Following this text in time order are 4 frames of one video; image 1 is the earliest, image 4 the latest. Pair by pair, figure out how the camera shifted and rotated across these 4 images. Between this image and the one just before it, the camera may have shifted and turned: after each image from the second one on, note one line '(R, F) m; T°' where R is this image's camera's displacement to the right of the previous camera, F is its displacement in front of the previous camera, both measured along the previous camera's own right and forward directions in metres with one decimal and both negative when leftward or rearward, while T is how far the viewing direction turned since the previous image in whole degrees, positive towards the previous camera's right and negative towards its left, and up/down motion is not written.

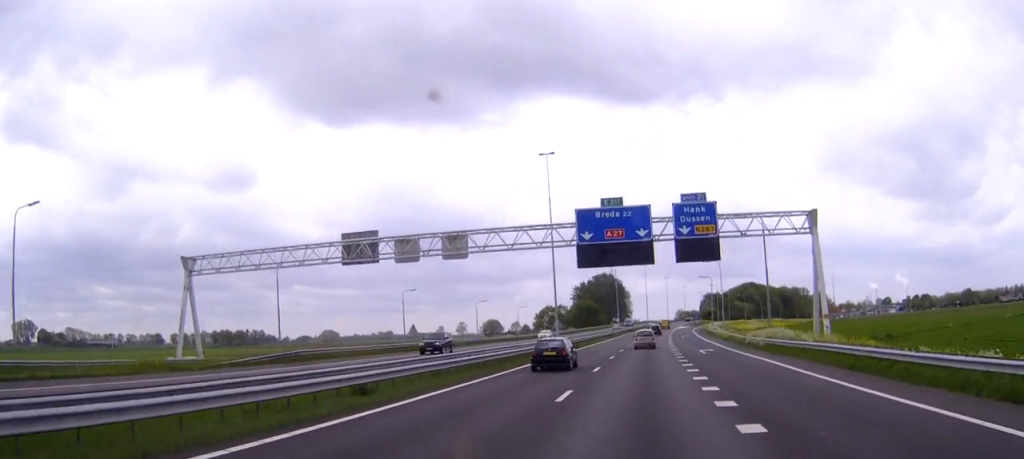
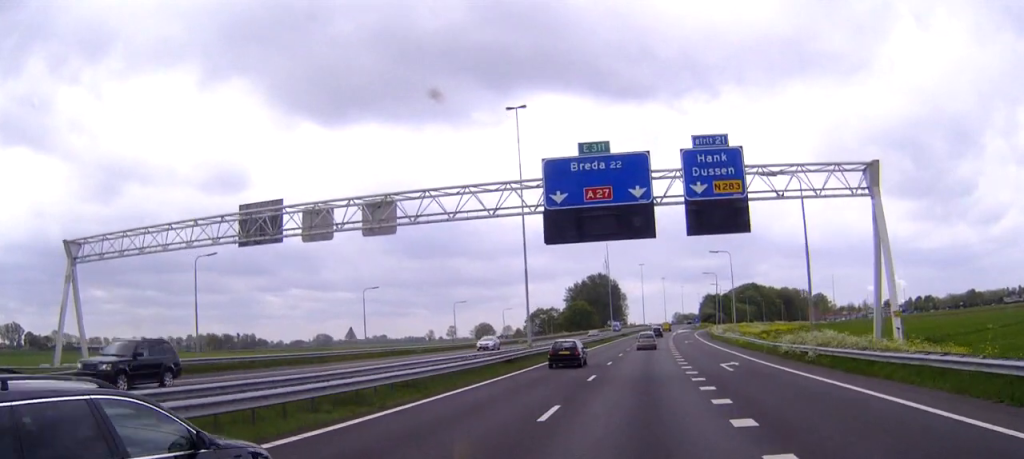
(+0.1, +14.9) m; 0°
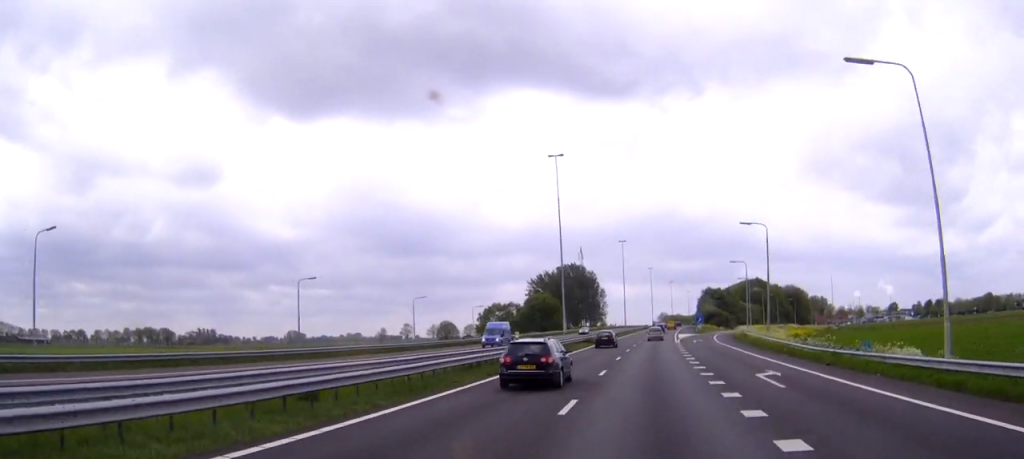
(+0.4, +58.6) m; +1°
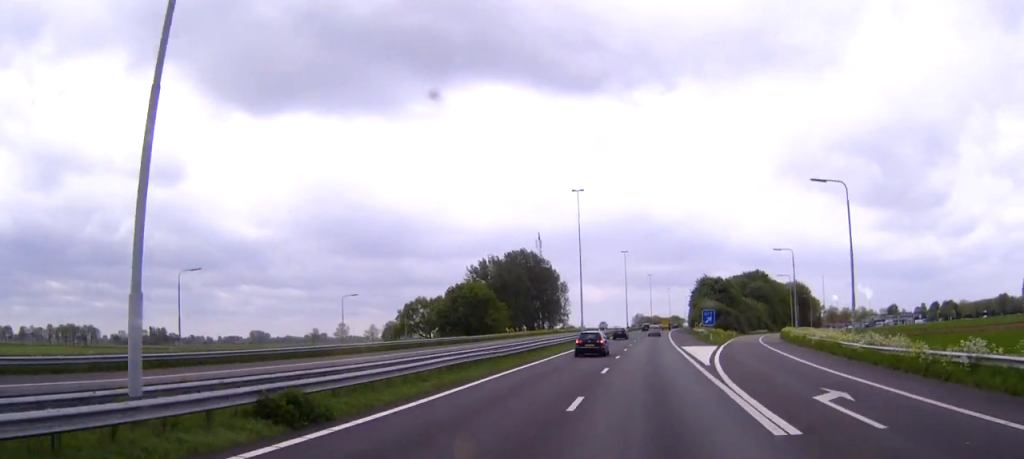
(+1.1, +58.6) m; +2°
